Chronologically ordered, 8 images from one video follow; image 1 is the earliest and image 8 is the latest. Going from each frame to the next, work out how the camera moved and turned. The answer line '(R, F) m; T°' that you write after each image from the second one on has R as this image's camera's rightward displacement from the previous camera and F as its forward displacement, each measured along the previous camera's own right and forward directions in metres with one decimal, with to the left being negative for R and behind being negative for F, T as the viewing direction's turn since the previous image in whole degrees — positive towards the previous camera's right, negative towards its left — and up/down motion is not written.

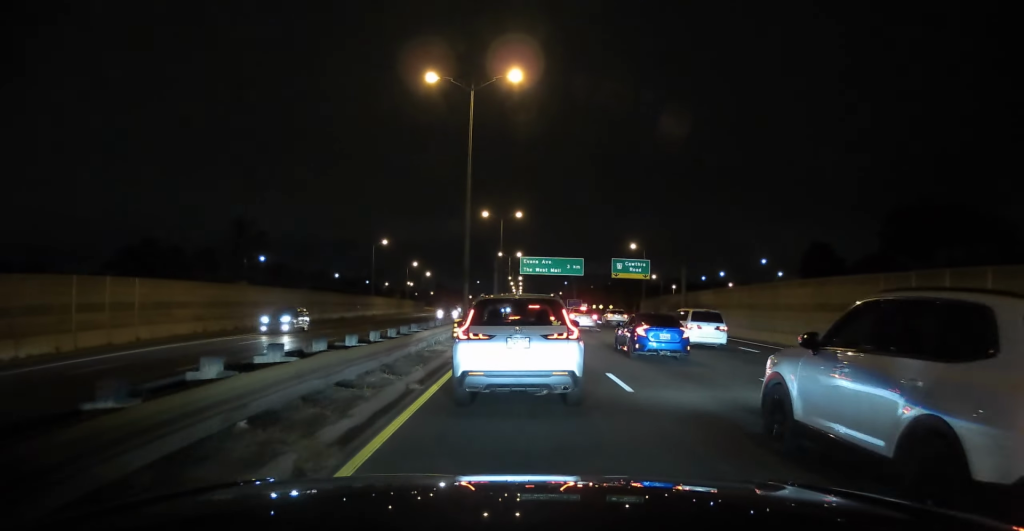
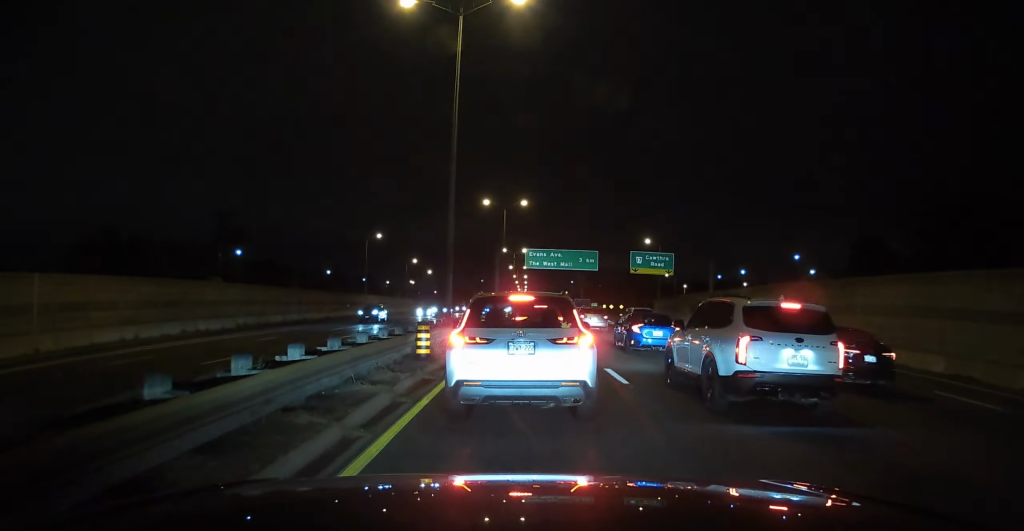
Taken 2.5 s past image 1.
(+0.1, +10.6) m; 0°
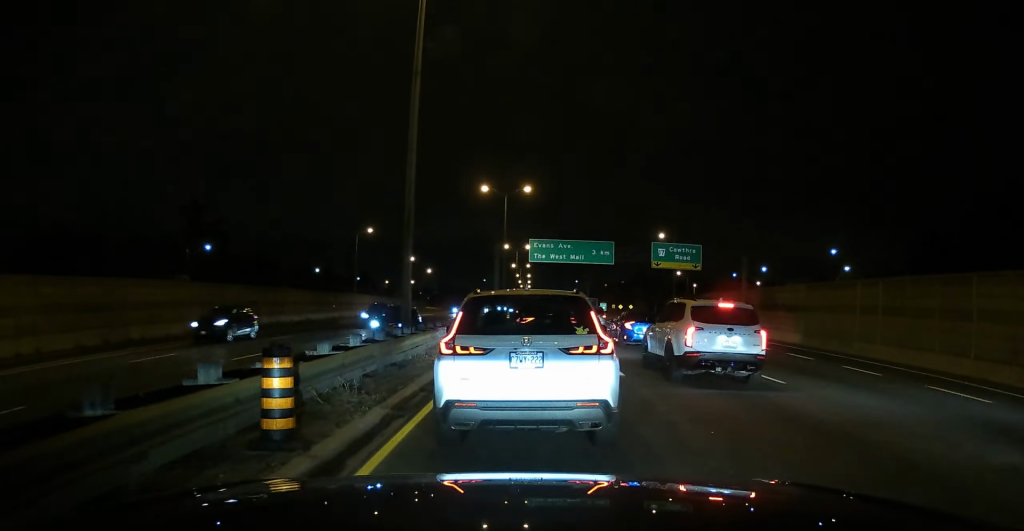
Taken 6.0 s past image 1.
(+0.2, +12.6) m; 0°
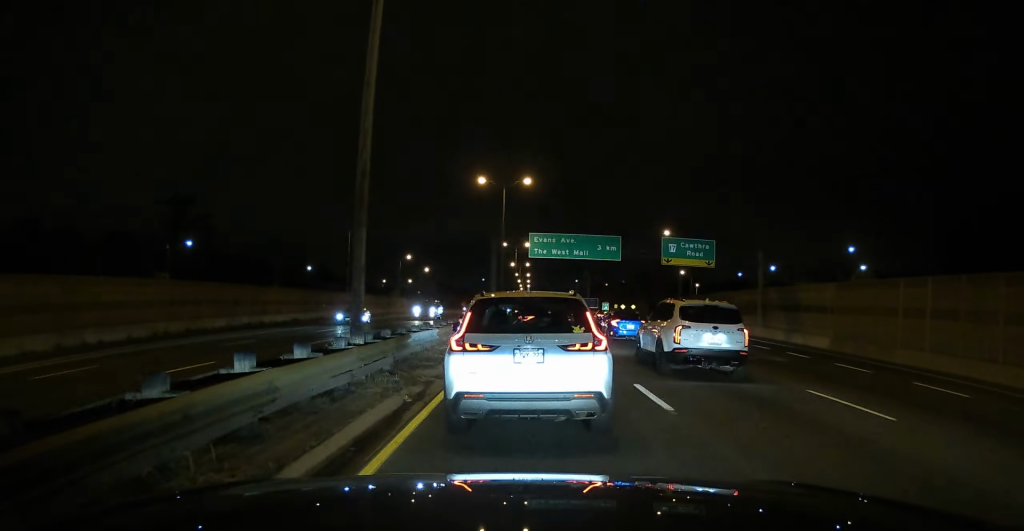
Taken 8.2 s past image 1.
(0.0, +7.3) m; -1°
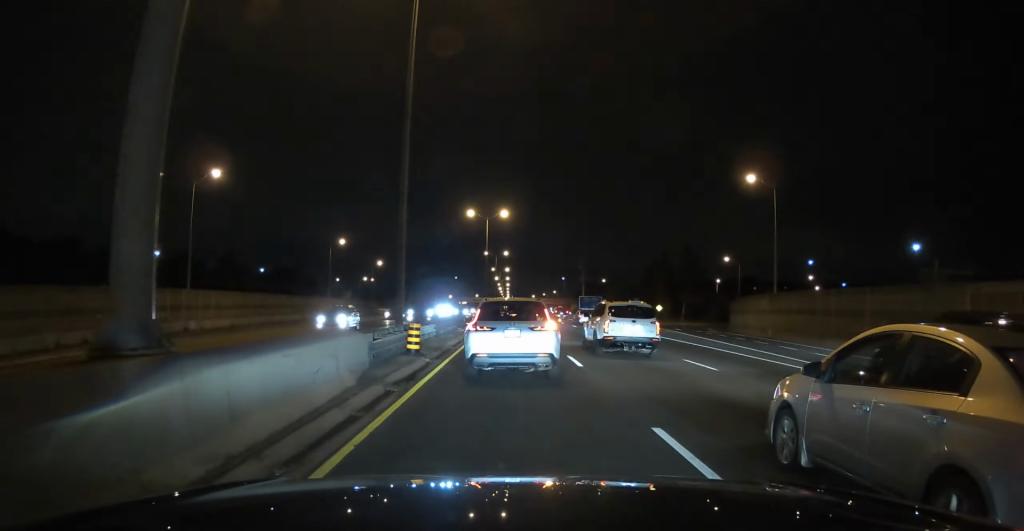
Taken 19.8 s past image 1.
(-1.4, +45.7) m; -1°
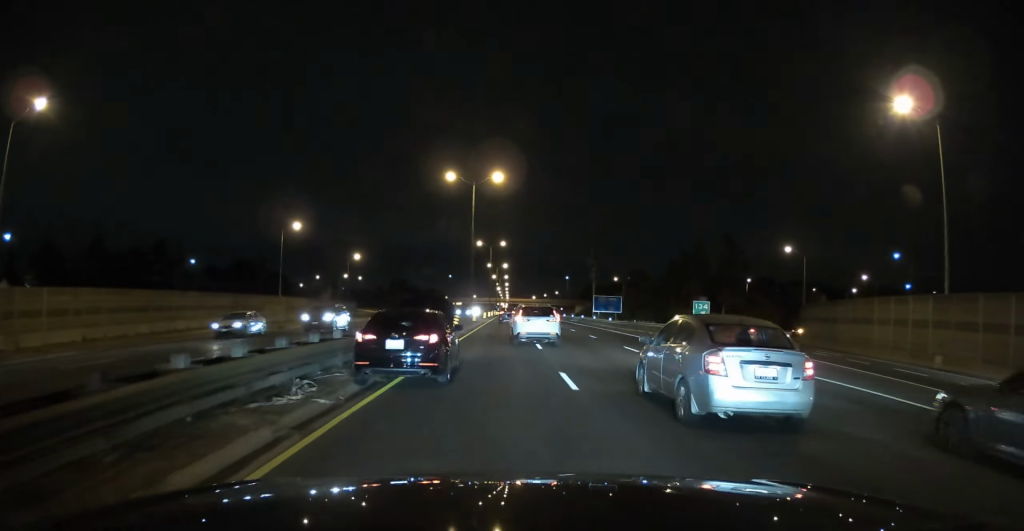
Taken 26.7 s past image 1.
(+1.0, +49.3) m; +1°
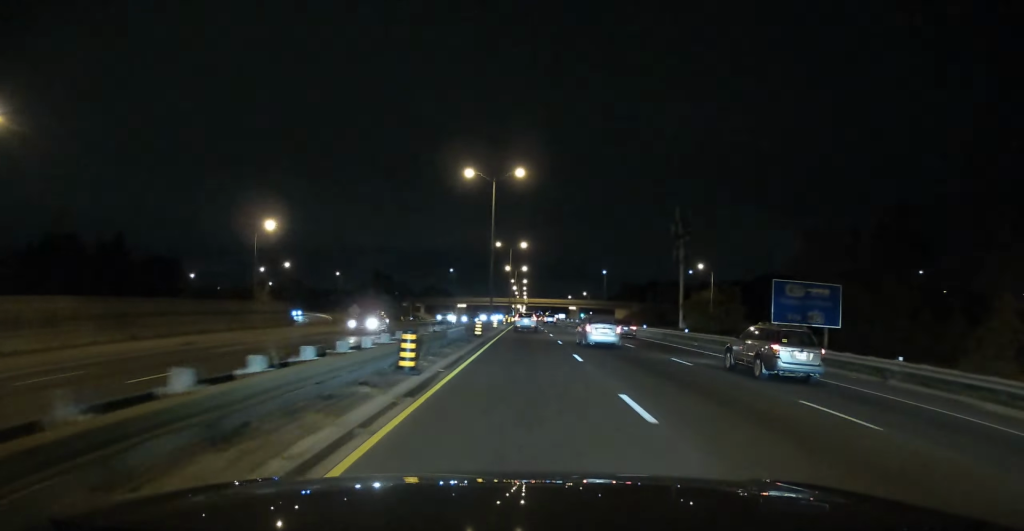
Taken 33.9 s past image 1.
(-1.2, +100.5) m; -1°
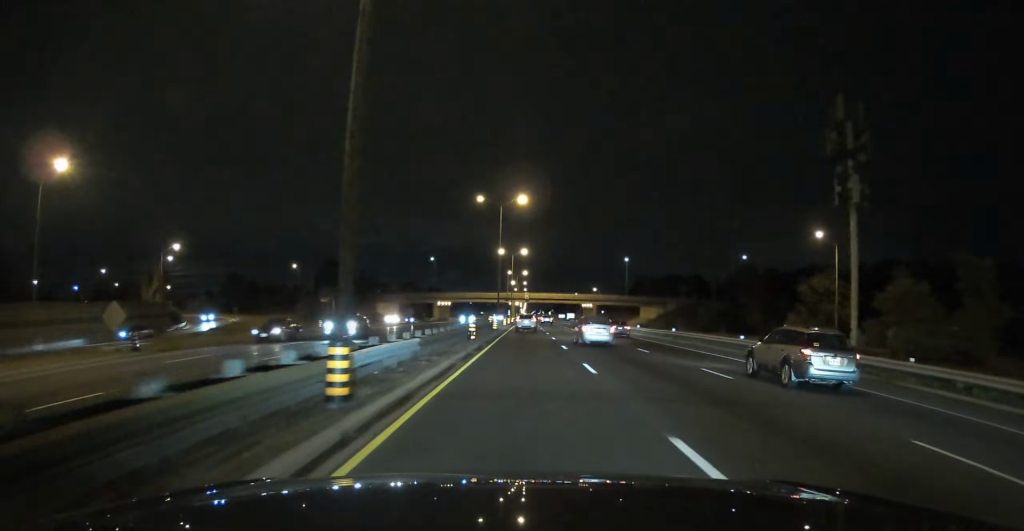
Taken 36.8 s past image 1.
(0.0, +53.5) m; 0°
